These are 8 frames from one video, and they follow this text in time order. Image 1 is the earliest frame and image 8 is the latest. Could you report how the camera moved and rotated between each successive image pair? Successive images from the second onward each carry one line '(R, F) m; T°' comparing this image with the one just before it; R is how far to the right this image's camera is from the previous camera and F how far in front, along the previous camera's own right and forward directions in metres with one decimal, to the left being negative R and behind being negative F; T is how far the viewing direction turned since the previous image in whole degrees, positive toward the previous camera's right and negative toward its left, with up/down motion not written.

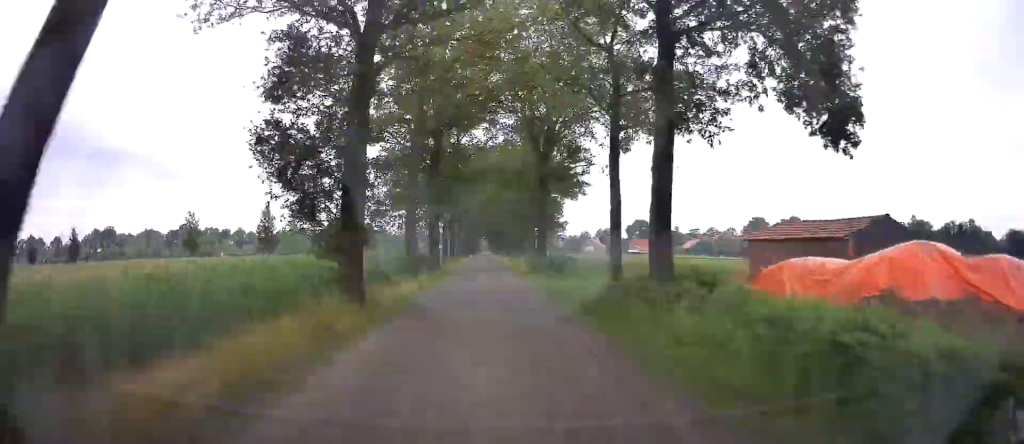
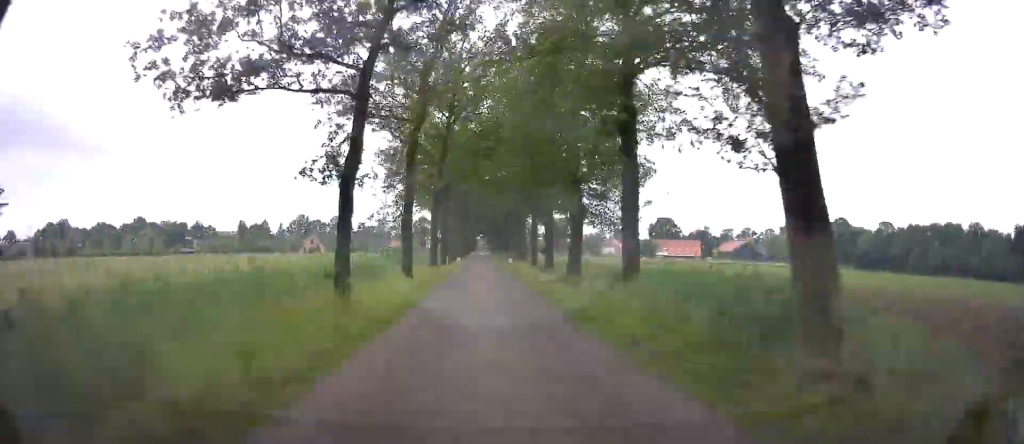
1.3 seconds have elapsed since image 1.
(-1.9, +49.1) m; -2°
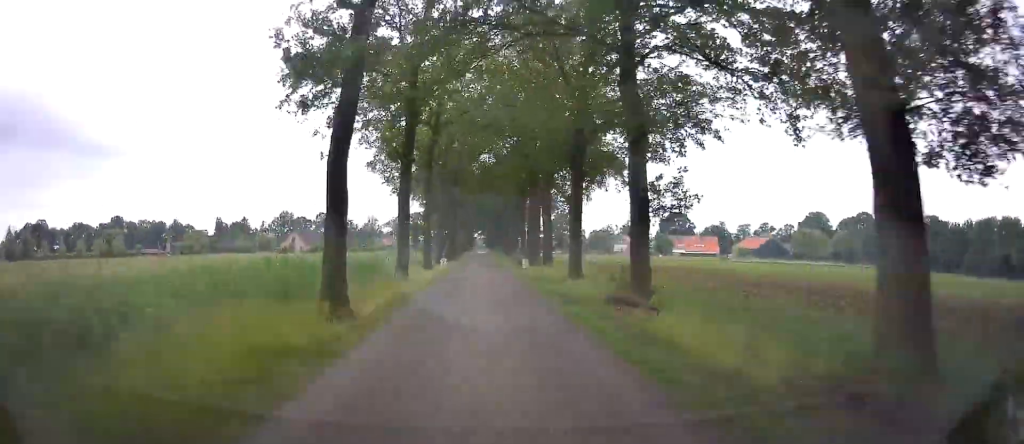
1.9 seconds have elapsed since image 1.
(+0.1, +19.9) m; 0°
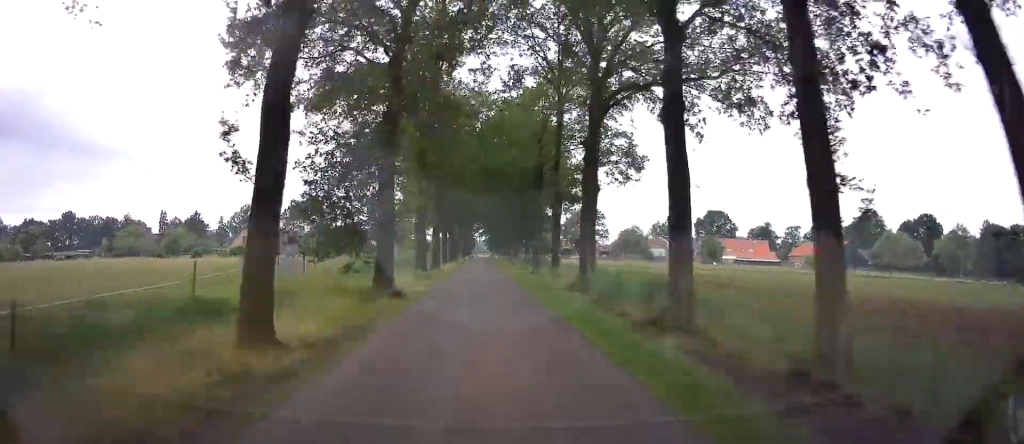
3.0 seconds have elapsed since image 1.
(-0.1, +42.6) m; -1°
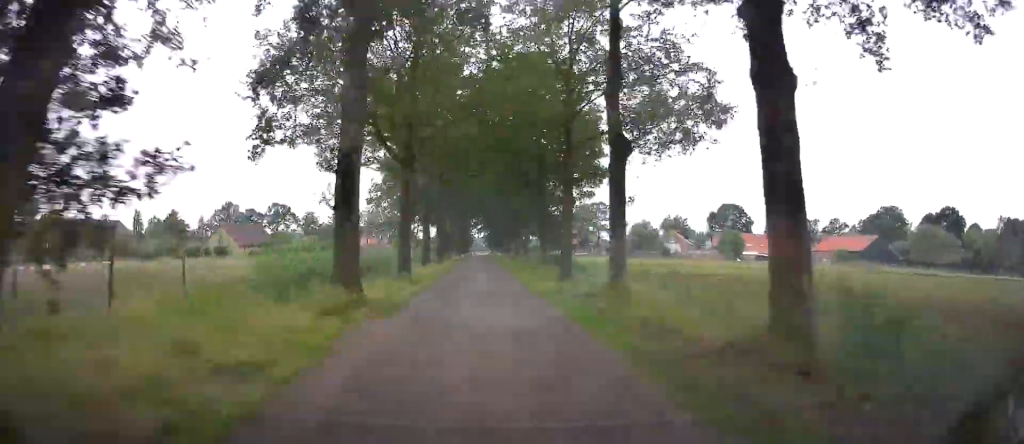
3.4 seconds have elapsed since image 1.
(-0.4, +15.2) m; -1°
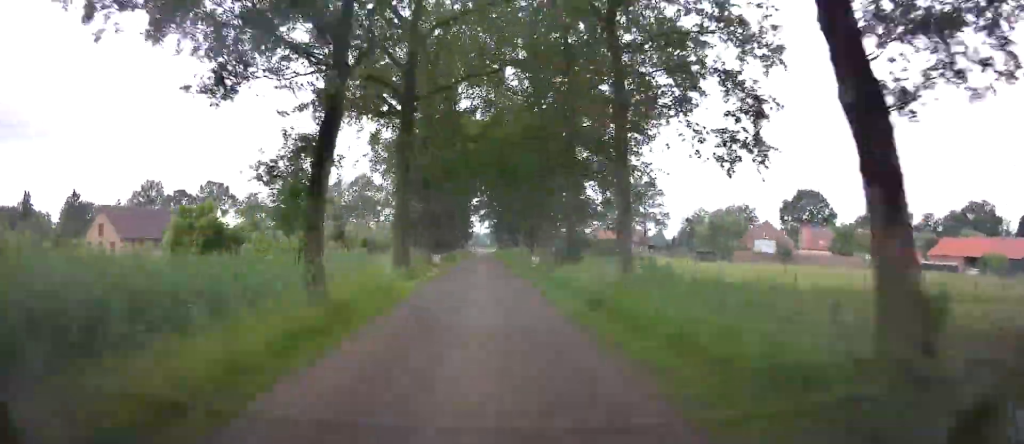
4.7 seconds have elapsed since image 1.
(-0.1, +50.1) m; 0°
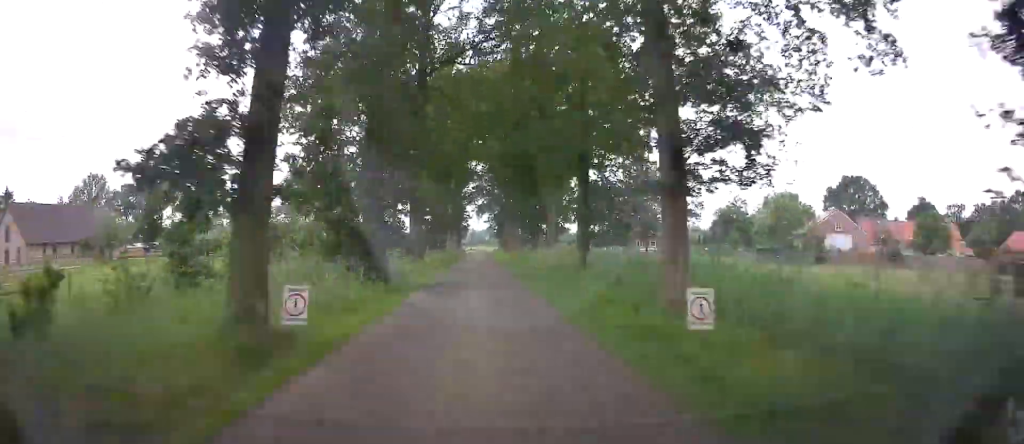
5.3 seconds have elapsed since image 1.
(0.0, +22.7) m; +1°
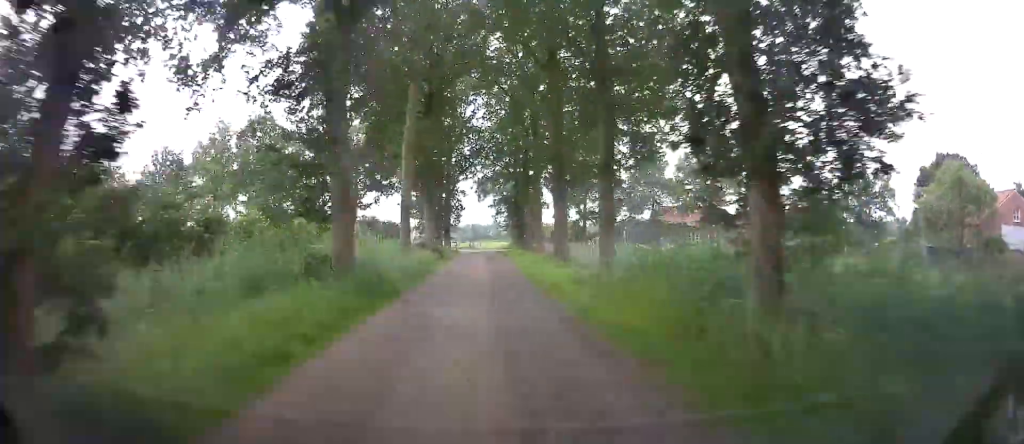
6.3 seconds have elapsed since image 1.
(+0.5, +36.0) m; +2°
